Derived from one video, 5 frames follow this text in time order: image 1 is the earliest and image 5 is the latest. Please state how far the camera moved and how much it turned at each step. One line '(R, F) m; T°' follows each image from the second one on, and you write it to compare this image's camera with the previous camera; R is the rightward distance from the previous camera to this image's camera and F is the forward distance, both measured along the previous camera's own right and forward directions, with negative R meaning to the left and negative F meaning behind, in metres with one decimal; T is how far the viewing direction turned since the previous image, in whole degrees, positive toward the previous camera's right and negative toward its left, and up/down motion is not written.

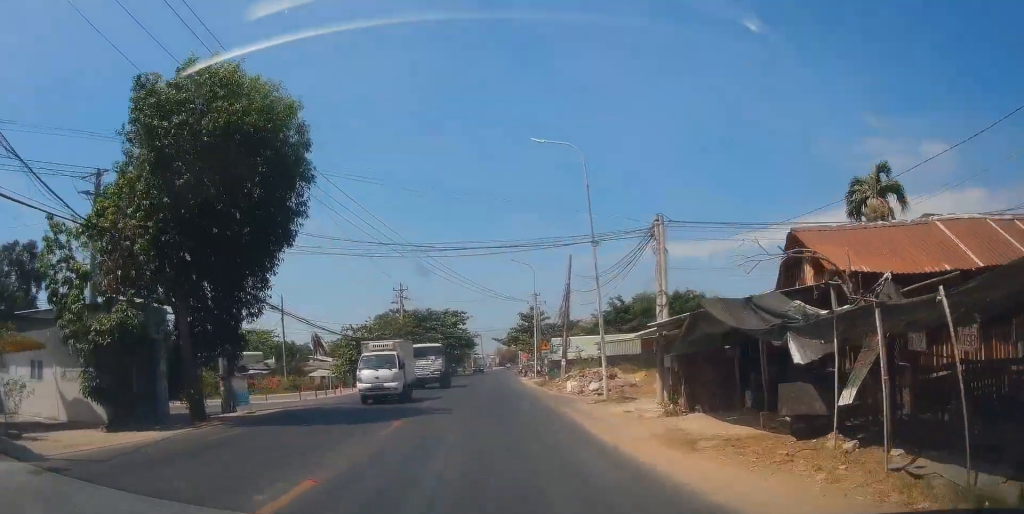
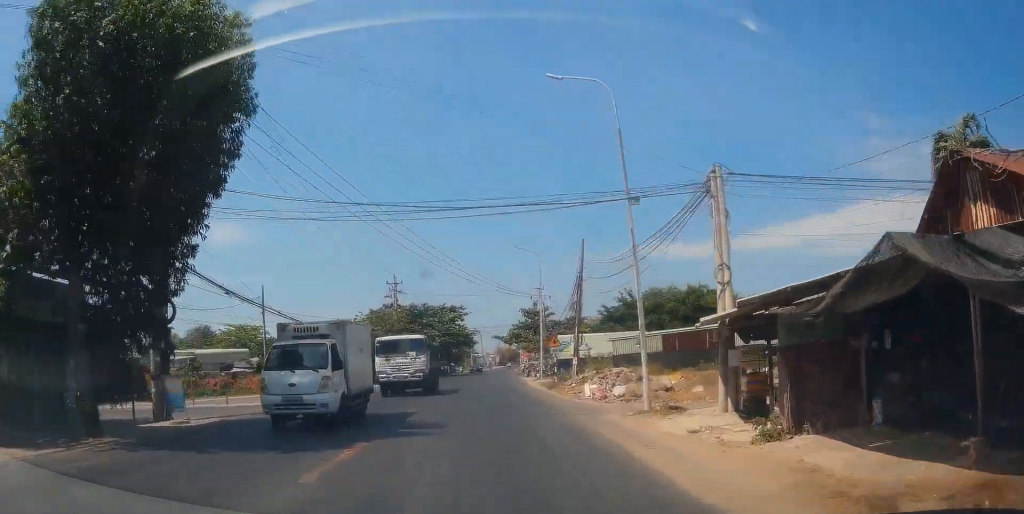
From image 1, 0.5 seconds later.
(+0.1, +5.9) m; +2°
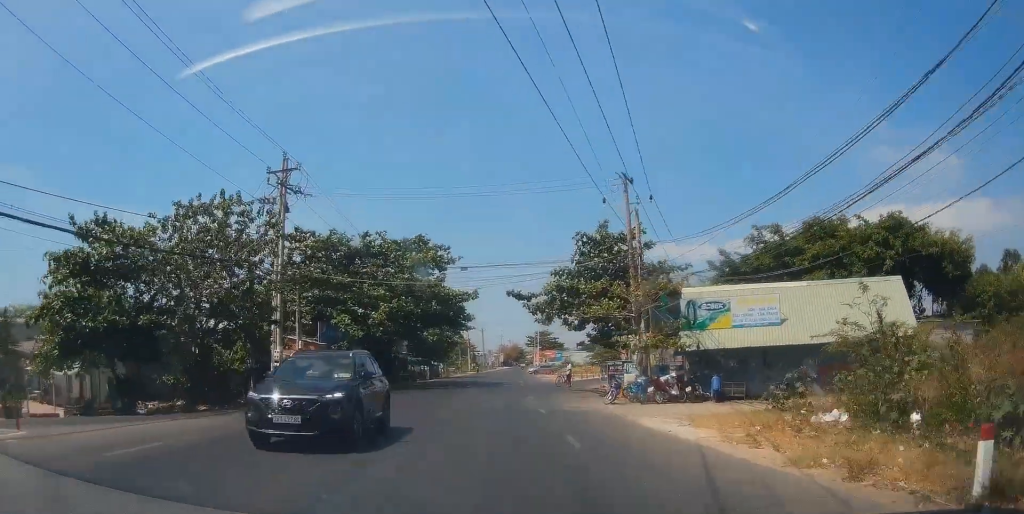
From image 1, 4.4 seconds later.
(-0.3, +48.3) m; +15°
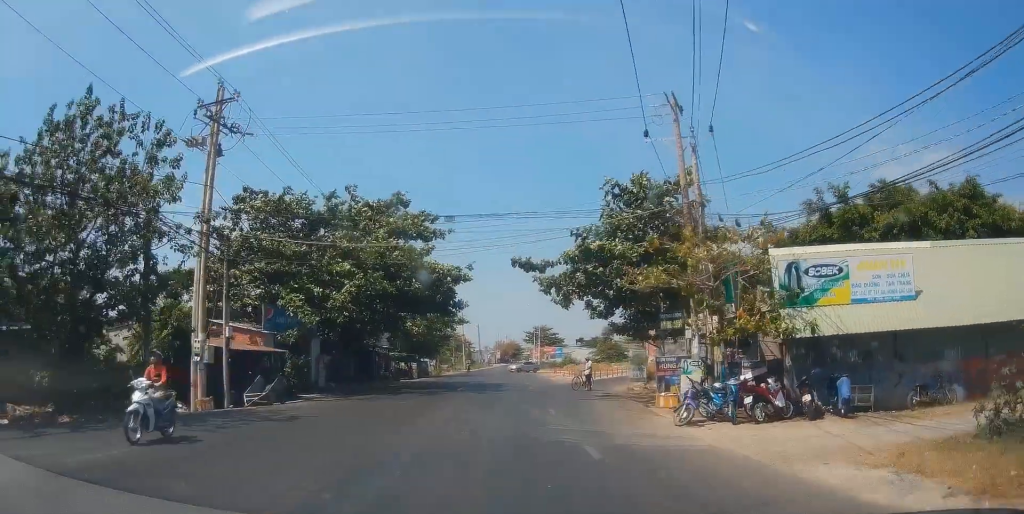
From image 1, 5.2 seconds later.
(+2.0, +7.8) m; -11°
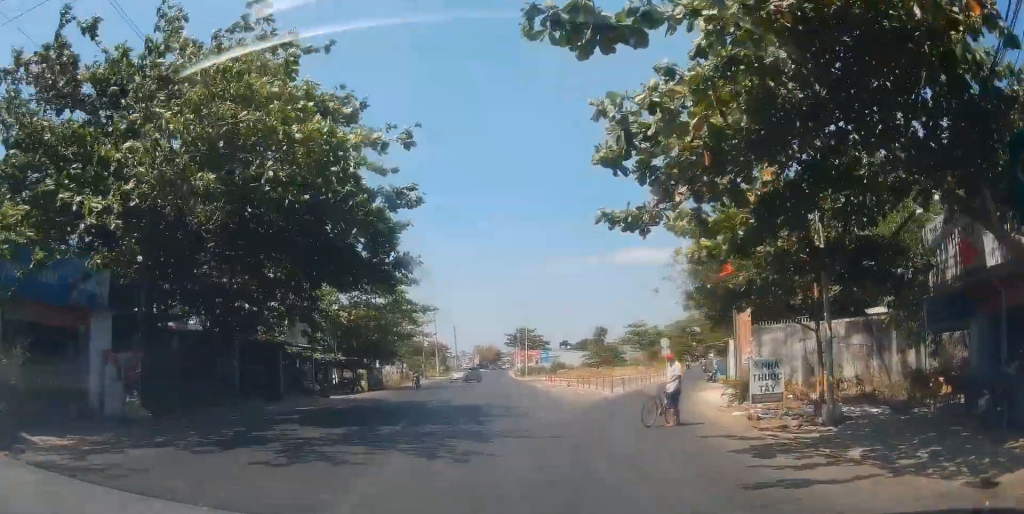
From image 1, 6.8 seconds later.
(-6.1, +16.7) m; -21°
